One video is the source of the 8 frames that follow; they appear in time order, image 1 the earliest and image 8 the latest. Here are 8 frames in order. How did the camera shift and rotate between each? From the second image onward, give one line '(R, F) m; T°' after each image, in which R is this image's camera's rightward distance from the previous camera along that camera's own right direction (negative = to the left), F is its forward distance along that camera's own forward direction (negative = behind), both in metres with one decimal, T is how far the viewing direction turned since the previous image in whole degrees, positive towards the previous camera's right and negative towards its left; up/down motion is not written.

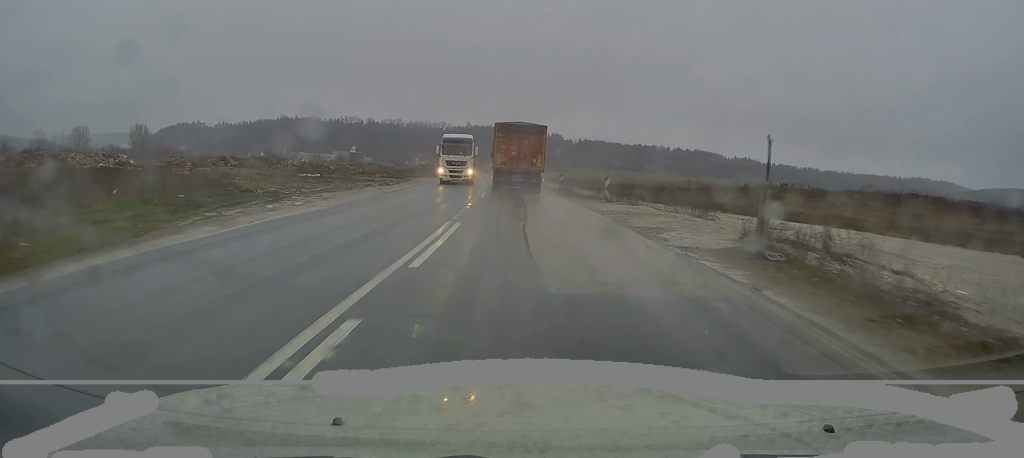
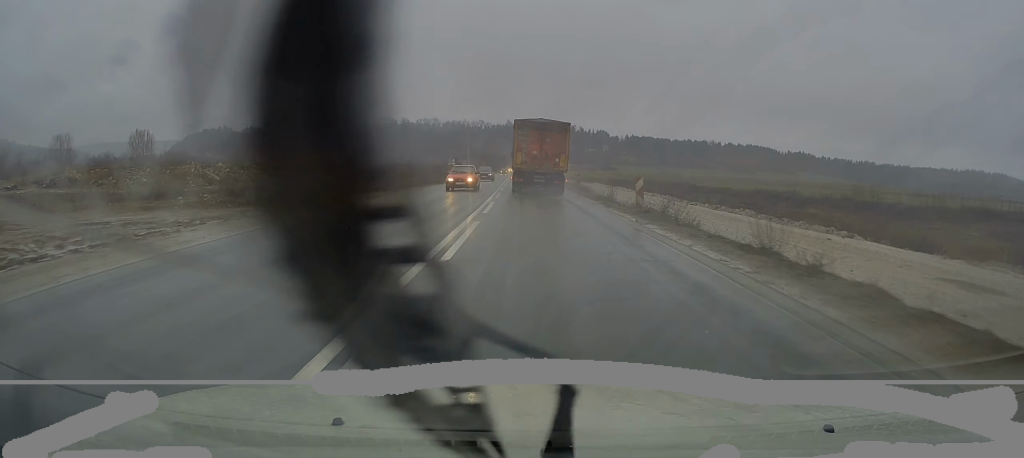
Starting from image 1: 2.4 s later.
(-1.8, +47.8) m; -4°
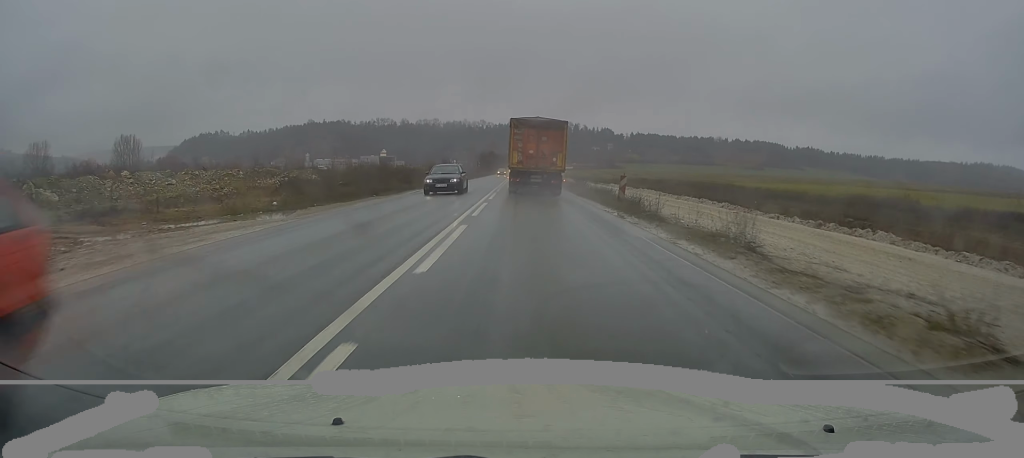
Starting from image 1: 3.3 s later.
(-0.4, +19.4) m; -1°
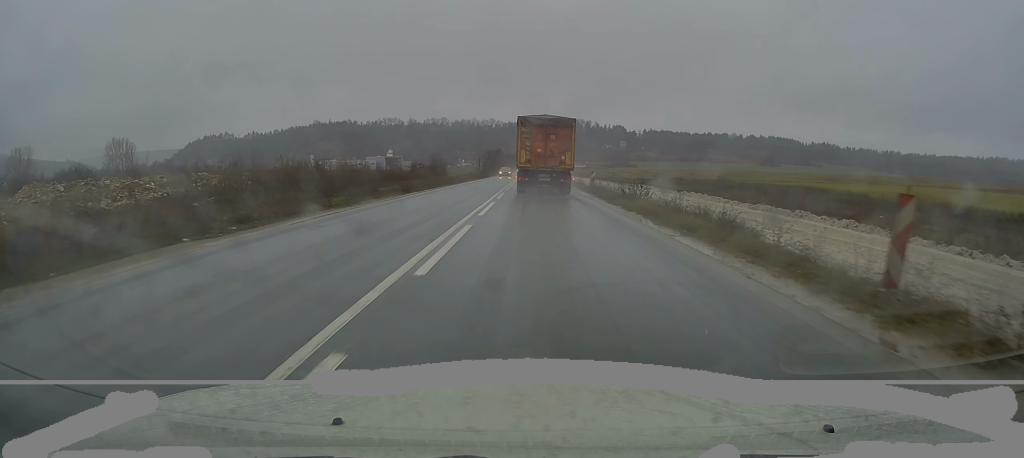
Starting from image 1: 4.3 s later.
(+0.2, +18.7) m; 0°
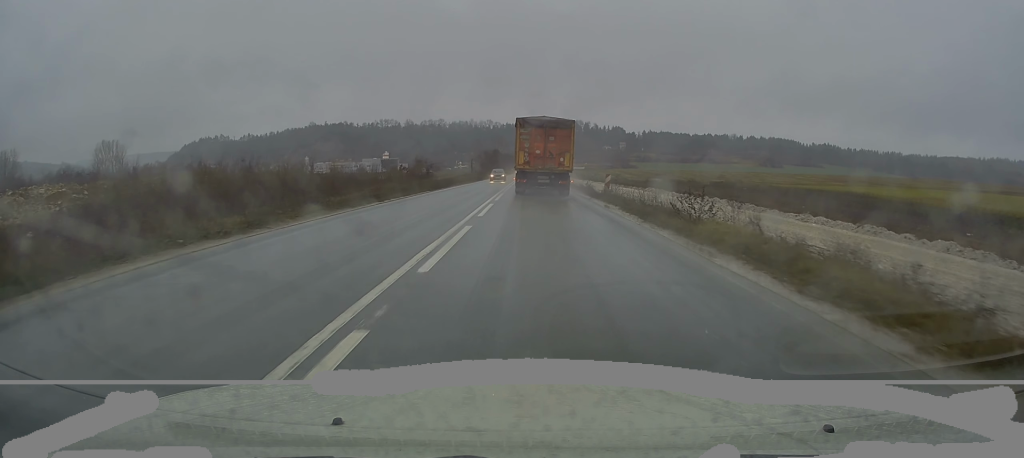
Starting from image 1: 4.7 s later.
(0.0, +8.6) m; 0°
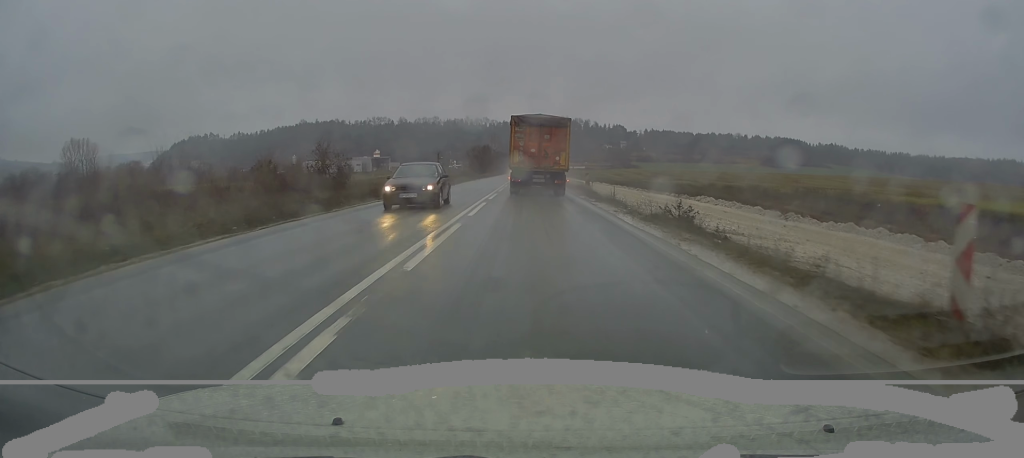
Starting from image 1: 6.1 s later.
(-0.2, +27.2) m; 0°
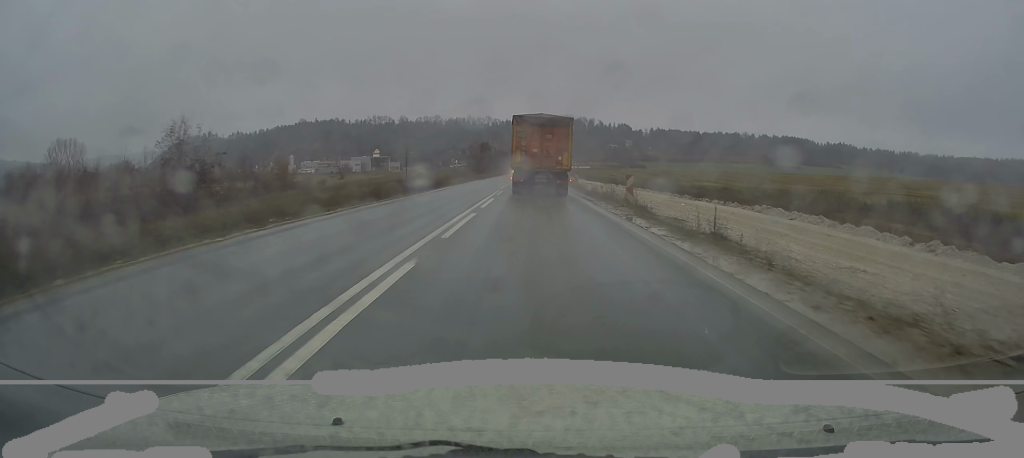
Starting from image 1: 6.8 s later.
(0.0, +14.6) m; 0°
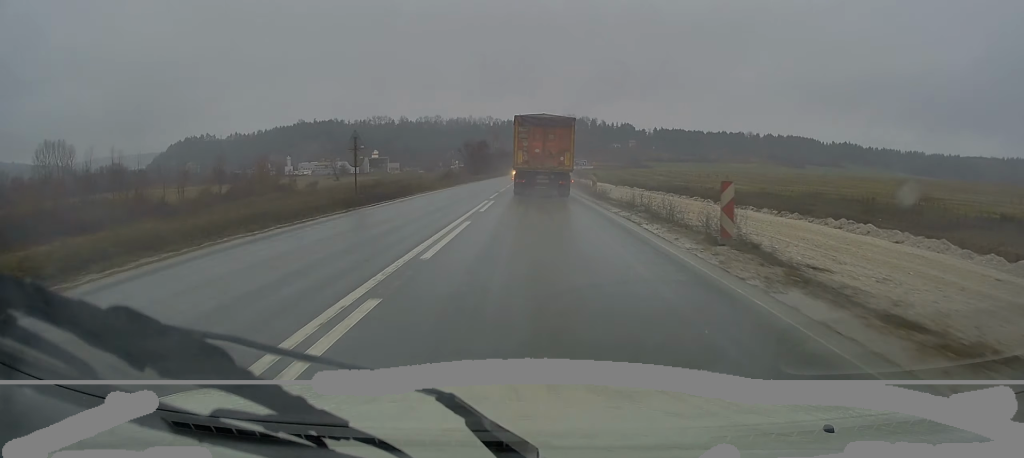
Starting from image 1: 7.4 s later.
(0.0, +11.2) m; 0°
